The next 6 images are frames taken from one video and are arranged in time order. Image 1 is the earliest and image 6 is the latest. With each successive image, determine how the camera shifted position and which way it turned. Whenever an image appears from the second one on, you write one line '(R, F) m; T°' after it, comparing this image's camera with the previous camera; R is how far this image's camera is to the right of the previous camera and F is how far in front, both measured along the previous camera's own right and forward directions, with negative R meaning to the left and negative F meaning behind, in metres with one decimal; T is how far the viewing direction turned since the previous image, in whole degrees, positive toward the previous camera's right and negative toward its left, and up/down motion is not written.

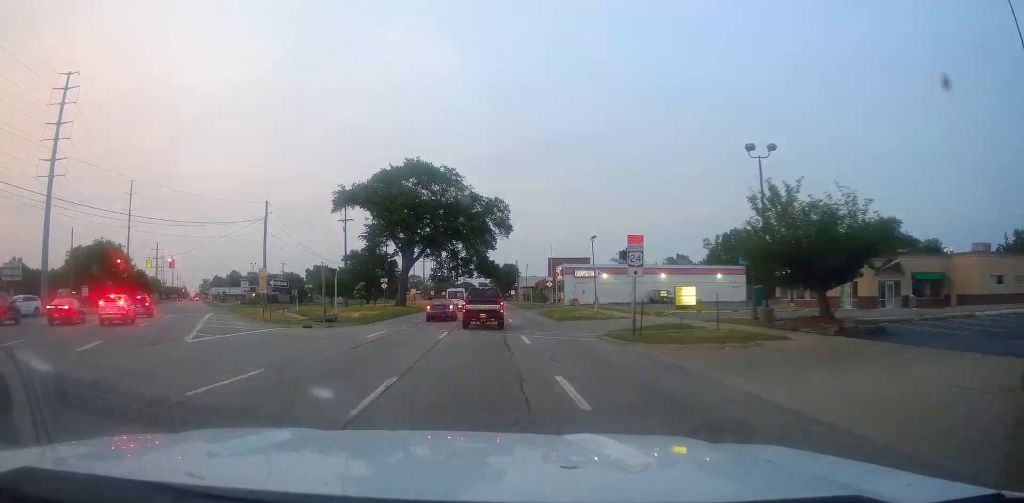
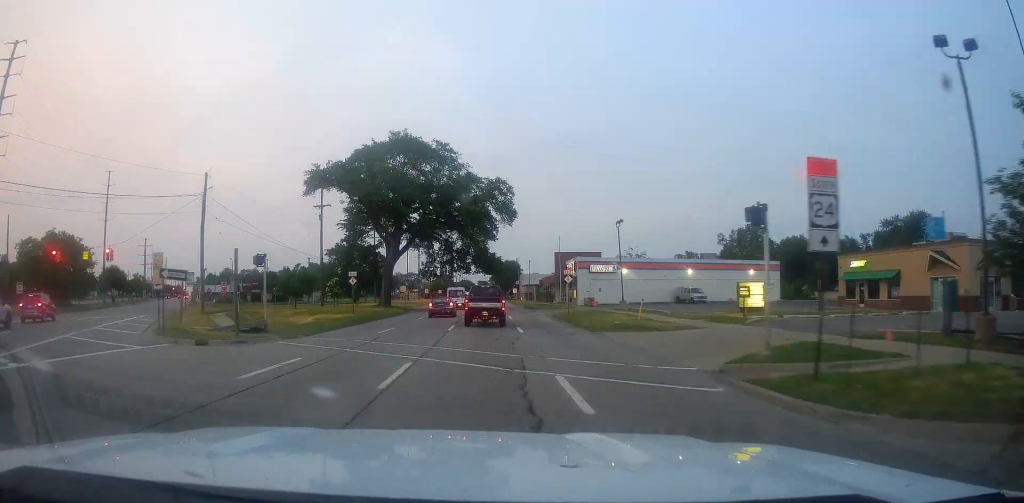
(-0.6, +11.7) m; -1°
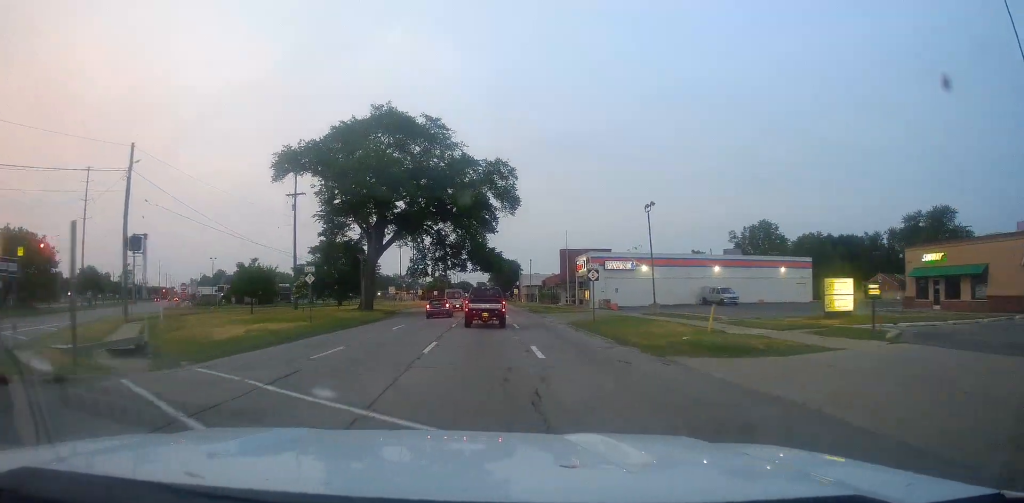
(-0.1, +9.2) m; 0°
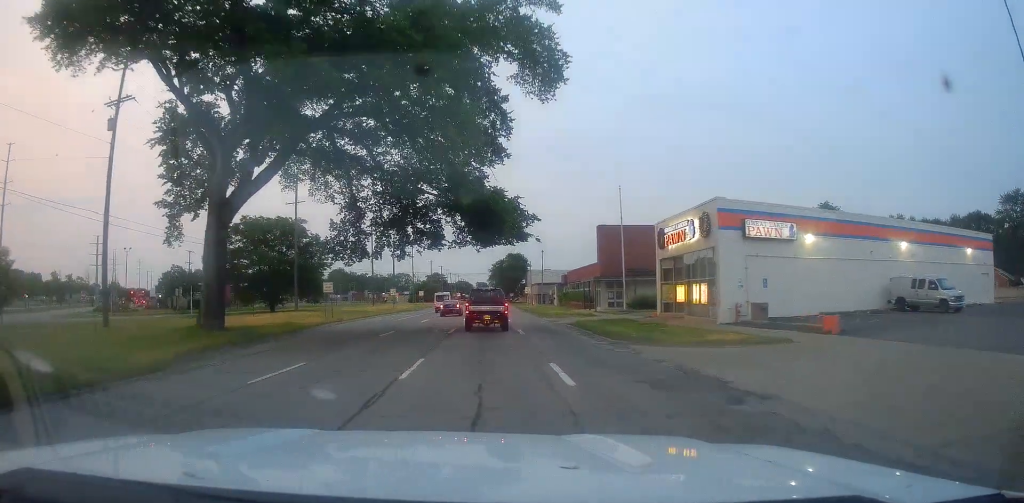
(+0.4, +32.8) m; +1°
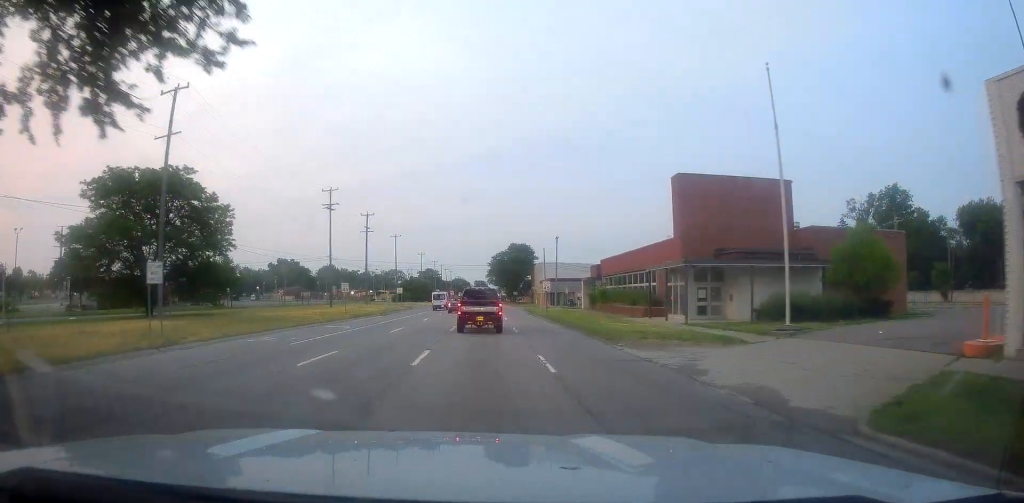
(+0.2, +28.2) m; 0°
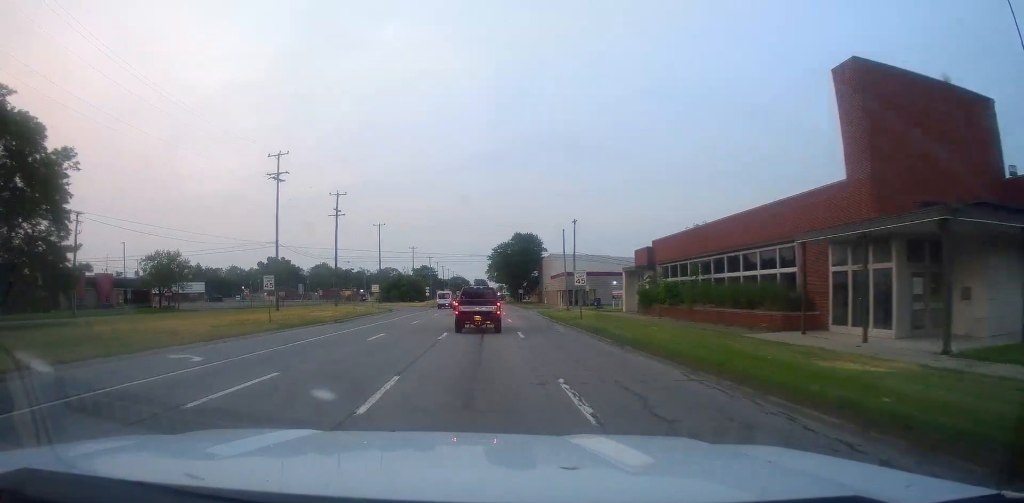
(+0.1, +20.8) m; +1°
